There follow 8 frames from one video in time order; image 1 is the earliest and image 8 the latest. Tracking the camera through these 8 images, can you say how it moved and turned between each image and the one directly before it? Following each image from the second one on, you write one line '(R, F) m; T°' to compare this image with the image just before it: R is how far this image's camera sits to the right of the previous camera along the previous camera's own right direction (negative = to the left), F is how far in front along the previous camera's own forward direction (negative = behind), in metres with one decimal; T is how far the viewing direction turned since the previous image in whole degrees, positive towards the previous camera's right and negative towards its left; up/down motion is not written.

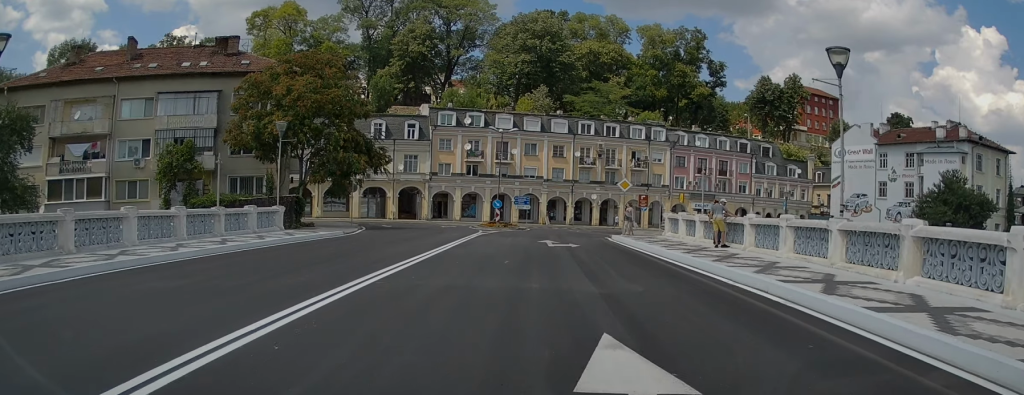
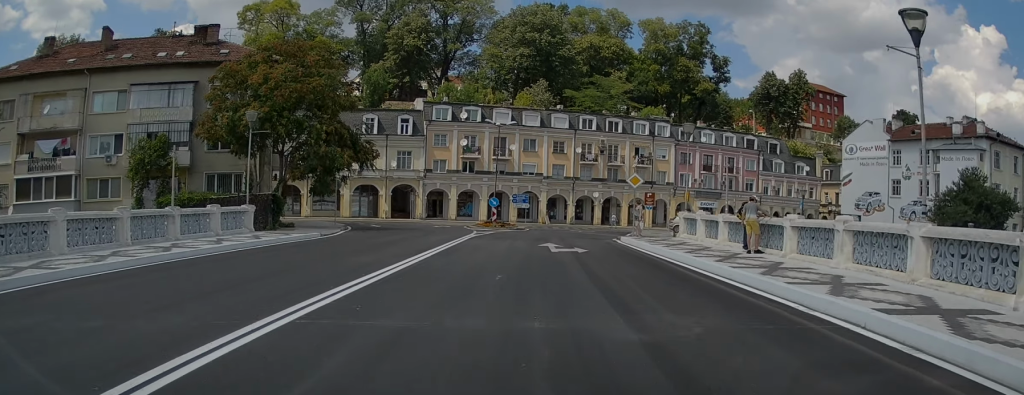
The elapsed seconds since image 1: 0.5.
(0.0, +3.5) m; 0°
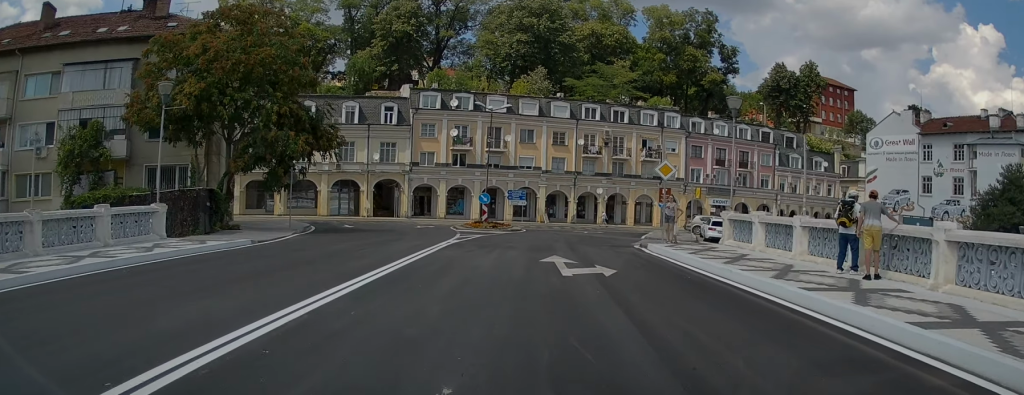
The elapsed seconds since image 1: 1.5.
(-0.1, +7.3) m; +1°
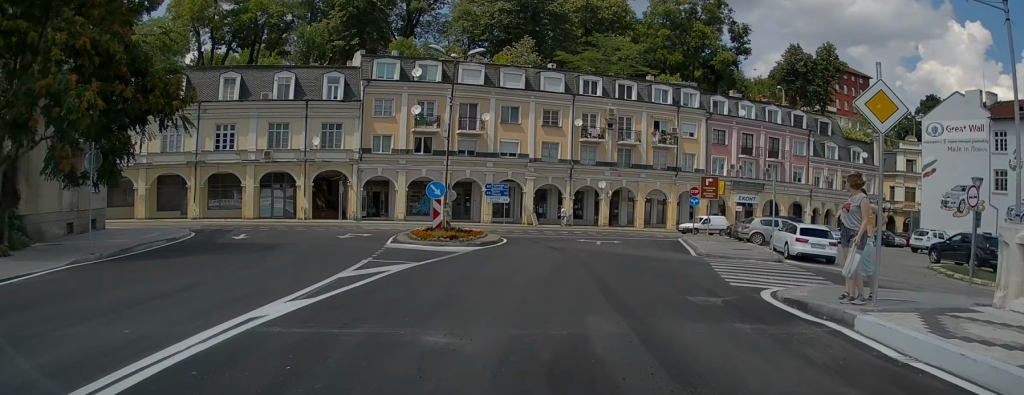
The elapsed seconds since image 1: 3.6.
(-0.1, +14.7) m; 0°
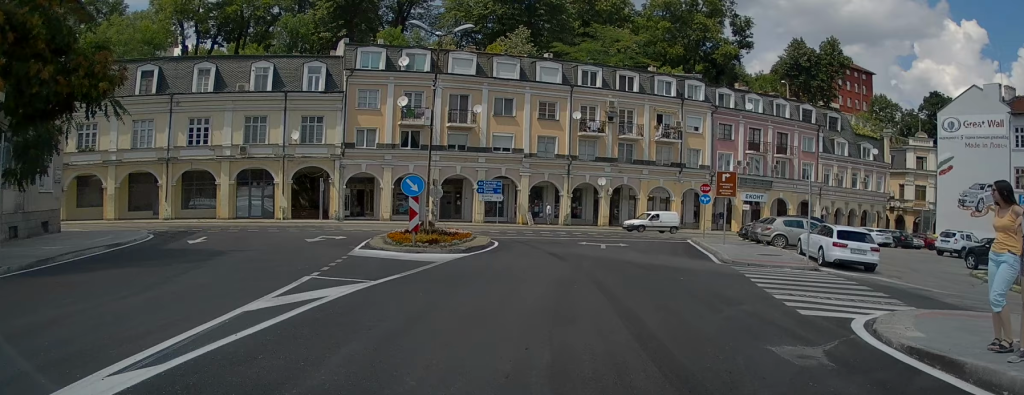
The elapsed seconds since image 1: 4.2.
(+0.2, +3.6) m; +1°
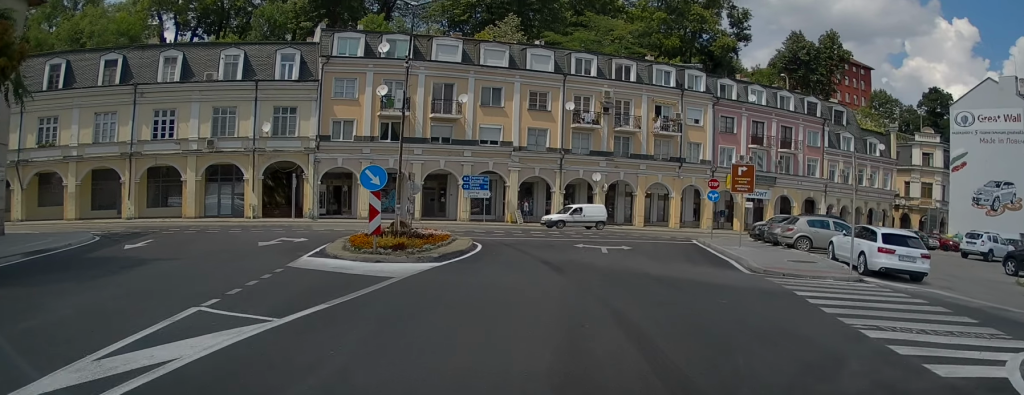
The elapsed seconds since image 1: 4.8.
(-0.1, +3.6) m; 0°
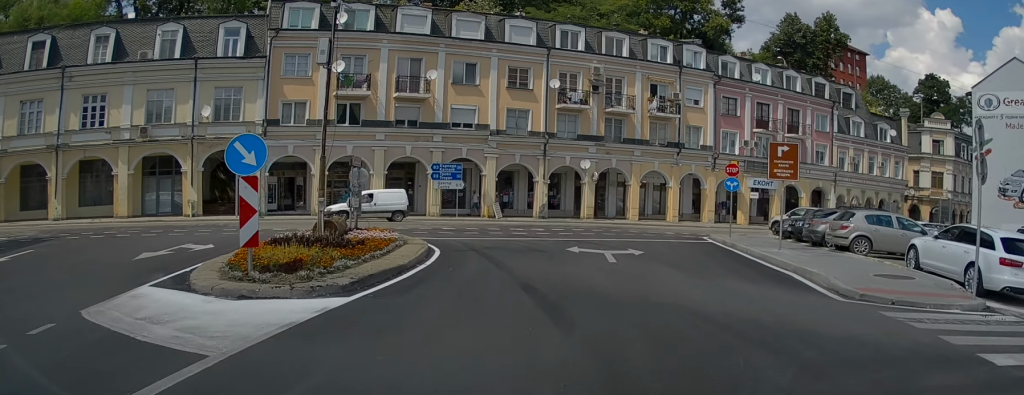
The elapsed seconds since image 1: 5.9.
(0.0, +6.3) m; +2°
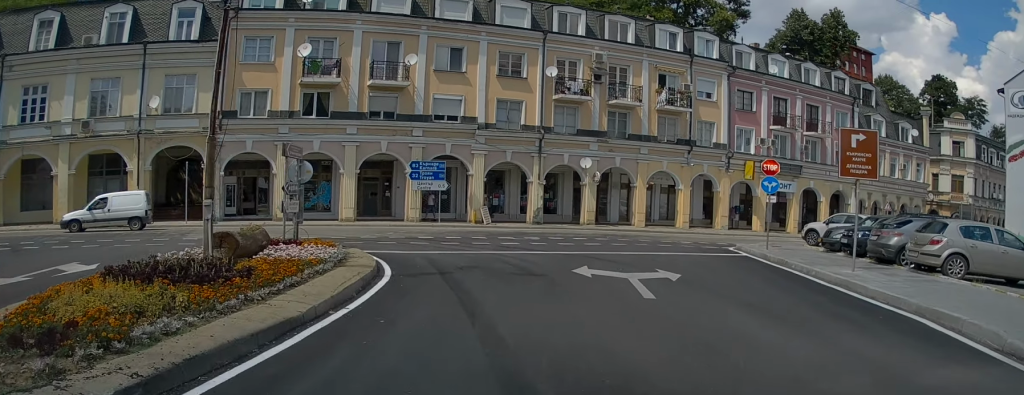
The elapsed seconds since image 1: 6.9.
(+0.1, +5.2) m; 0°
